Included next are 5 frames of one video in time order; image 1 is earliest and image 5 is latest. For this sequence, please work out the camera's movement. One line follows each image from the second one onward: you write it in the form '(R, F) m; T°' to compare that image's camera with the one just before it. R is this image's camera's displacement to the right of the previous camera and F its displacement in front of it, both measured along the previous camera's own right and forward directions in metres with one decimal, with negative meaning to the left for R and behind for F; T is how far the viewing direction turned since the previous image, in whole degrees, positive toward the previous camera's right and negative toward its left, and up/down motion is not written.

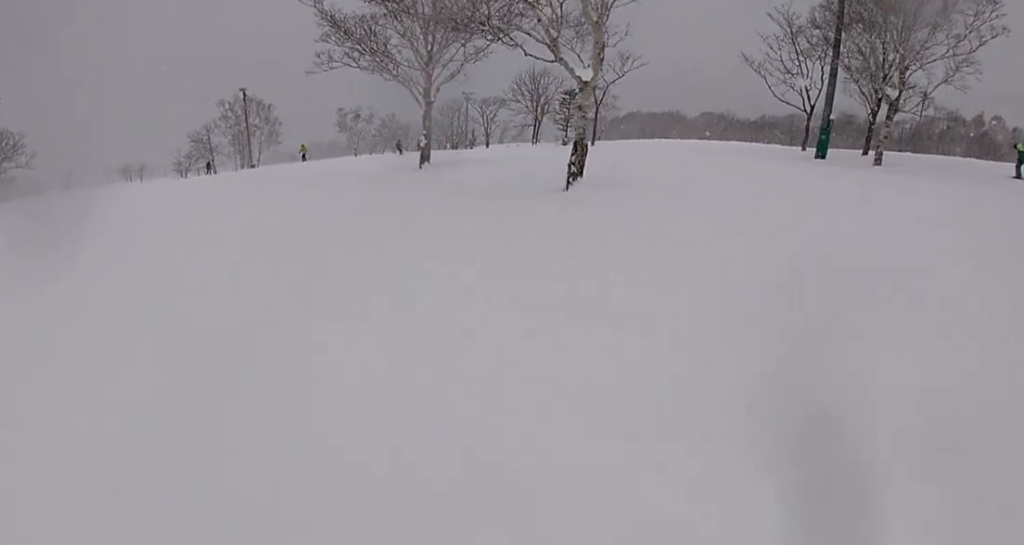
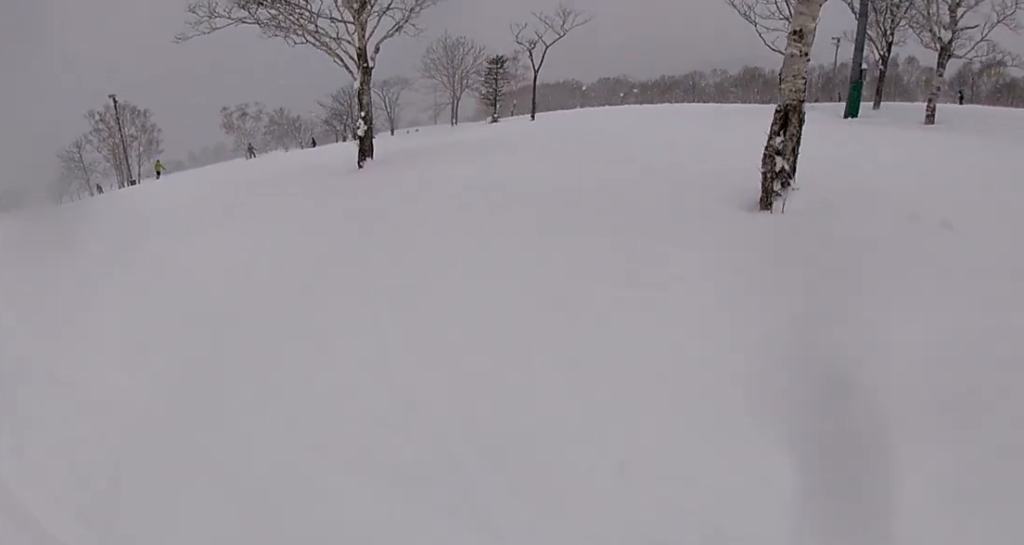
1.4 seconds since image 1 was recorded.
(-0.3, +8.5) m; +3°
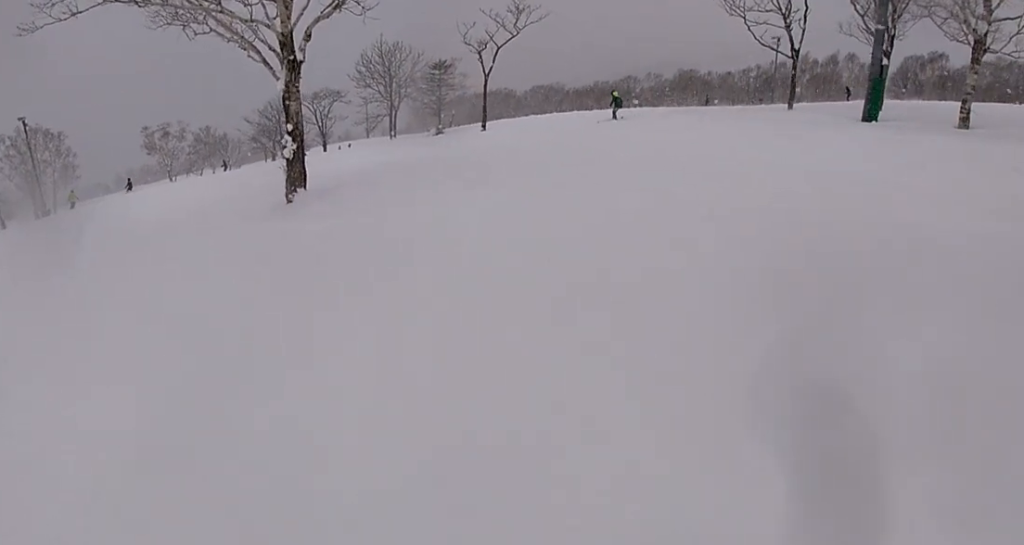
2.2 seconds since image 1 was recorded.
(+0.3, +5.2) m; +10°
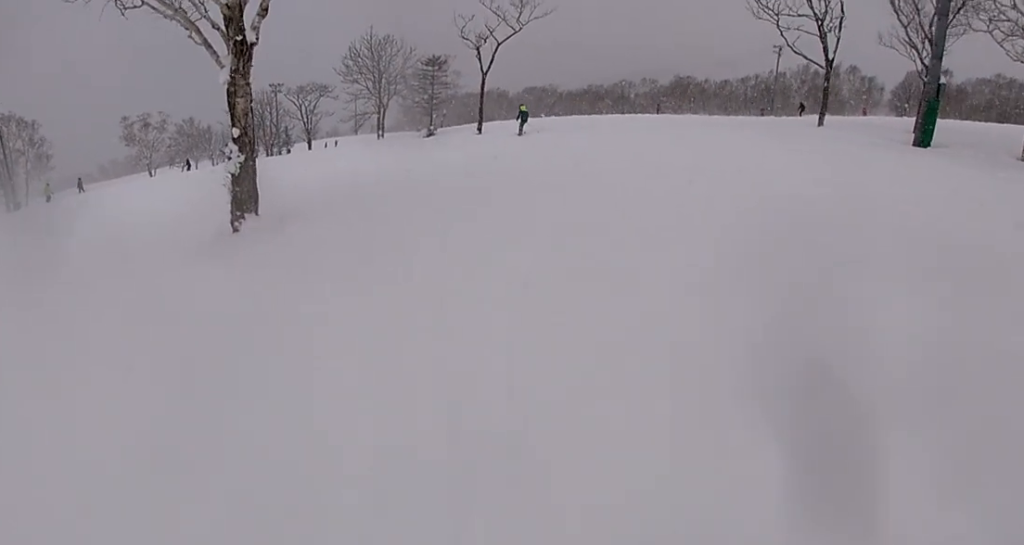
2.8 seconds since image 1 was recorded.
(+0.6, +3.5) m; 0°
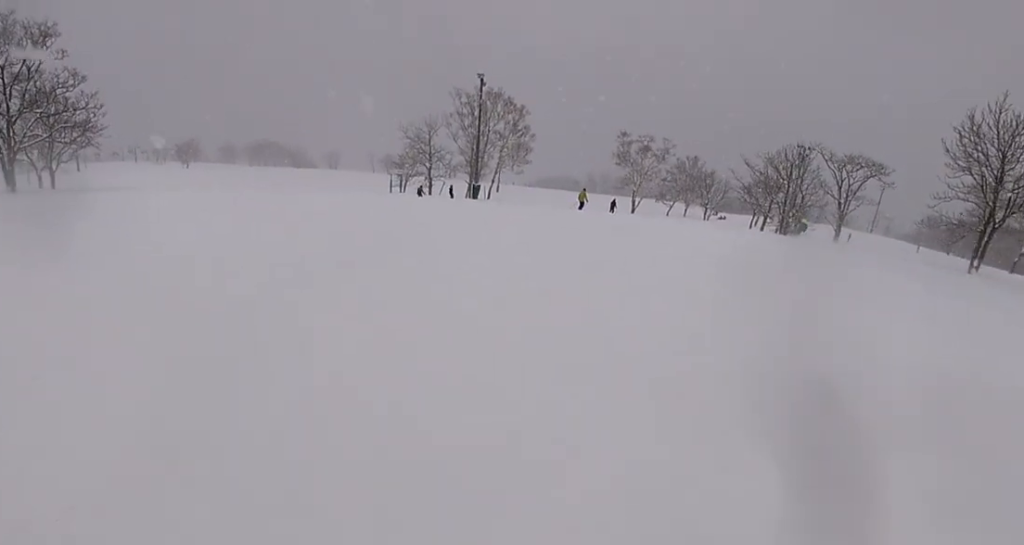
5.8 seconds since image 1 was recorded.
(-7.1, +16.6) m; -42°
